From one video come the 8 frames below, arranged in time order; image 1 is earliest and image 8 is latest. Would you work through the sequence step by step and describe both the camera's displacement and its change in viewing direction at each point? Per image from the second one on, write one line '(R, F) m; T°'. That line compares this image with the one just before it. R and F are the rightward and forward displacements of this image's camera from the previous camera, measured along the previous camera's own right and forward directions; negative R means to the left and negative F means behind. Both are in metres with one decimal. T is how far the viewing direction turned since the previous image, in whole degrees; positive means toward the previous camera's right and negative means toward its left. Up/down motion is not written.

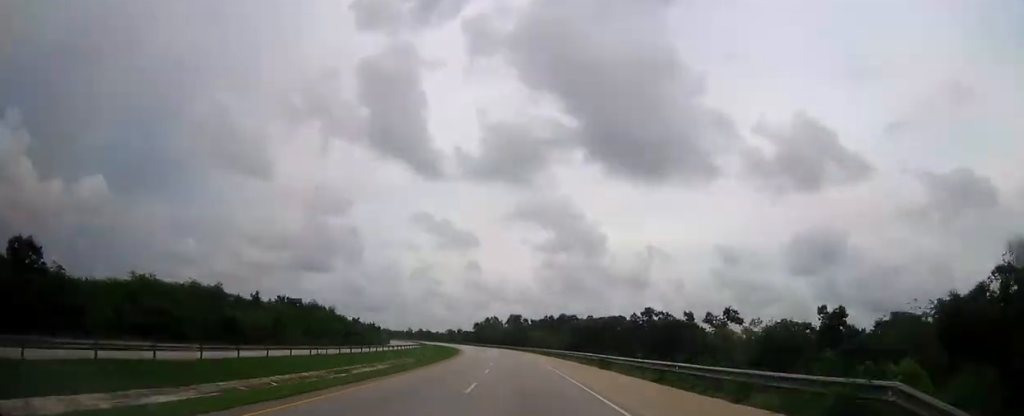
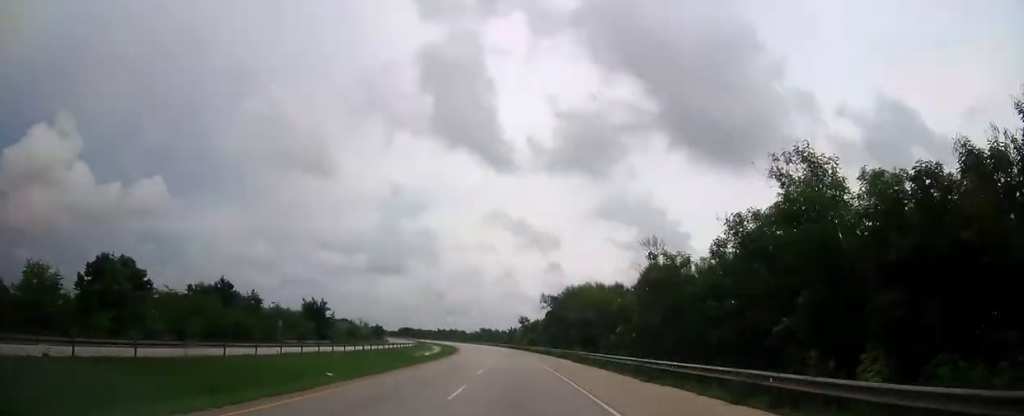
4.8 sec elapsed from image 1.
(-11.3, +147.2) m; -9°
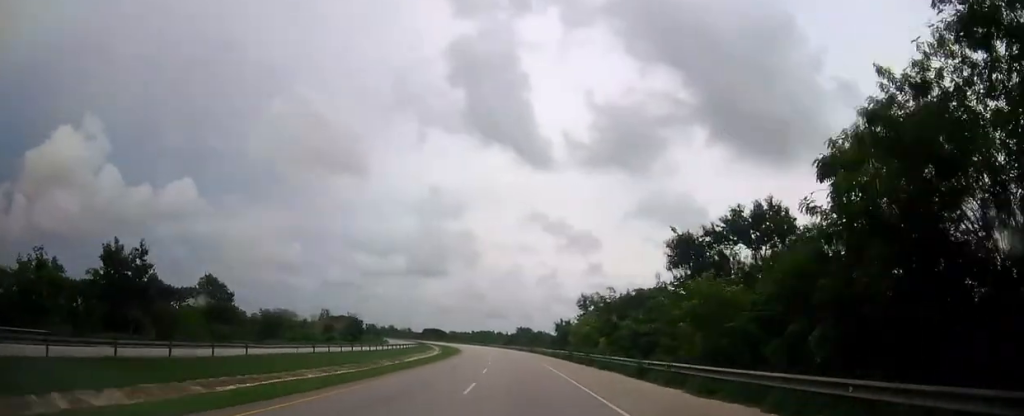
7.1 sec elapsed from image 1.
(-2.3, +71.6) m; -4°
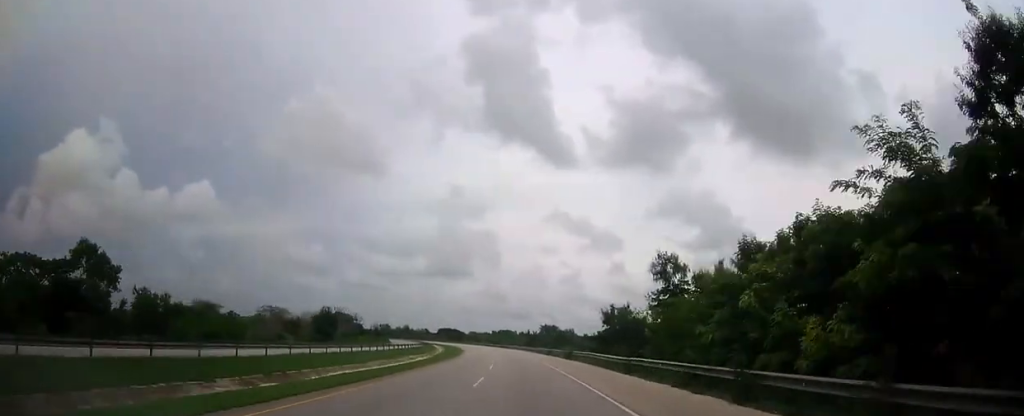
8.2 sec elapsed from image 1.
(-1.0, +34.0) m; -2°
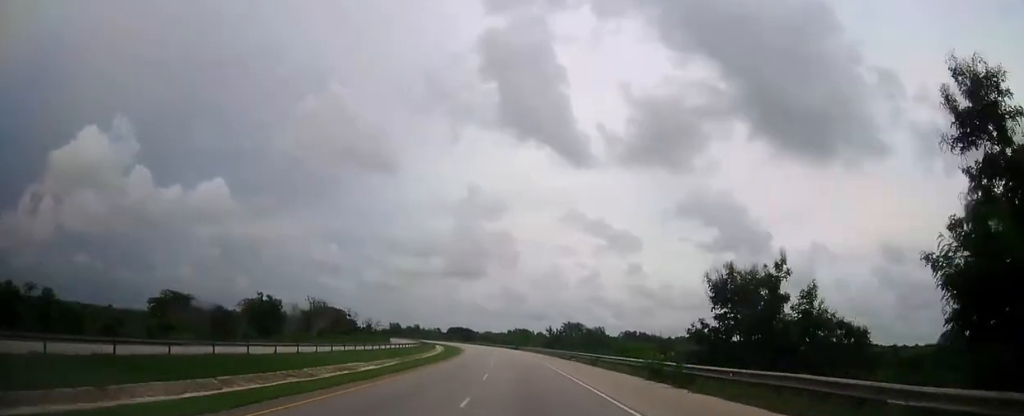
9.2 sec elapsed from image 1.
(+0.2, +30.9) m; -2°
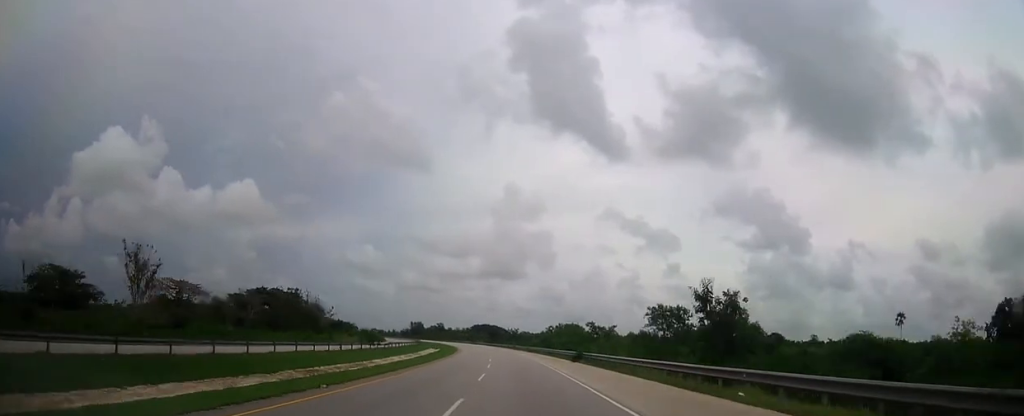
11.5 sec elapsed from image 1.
(-2.5, +72.2) m; -4°
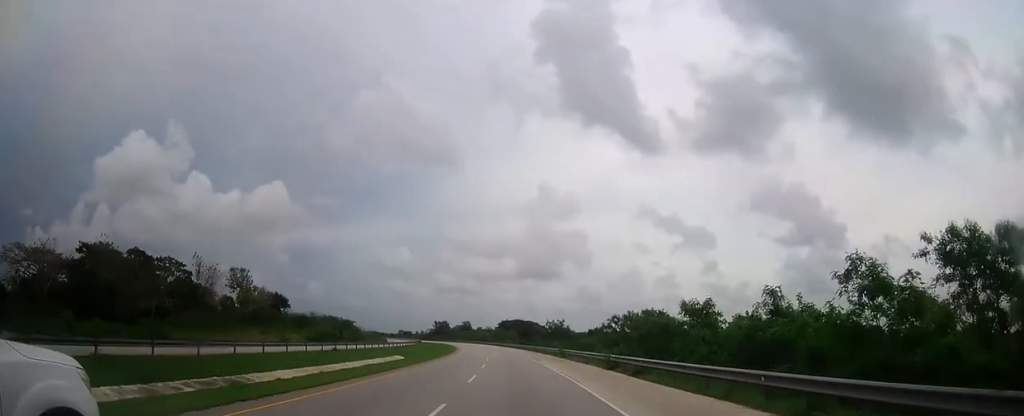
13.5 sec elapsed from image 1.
(-2.4, +62.0) m; -4°
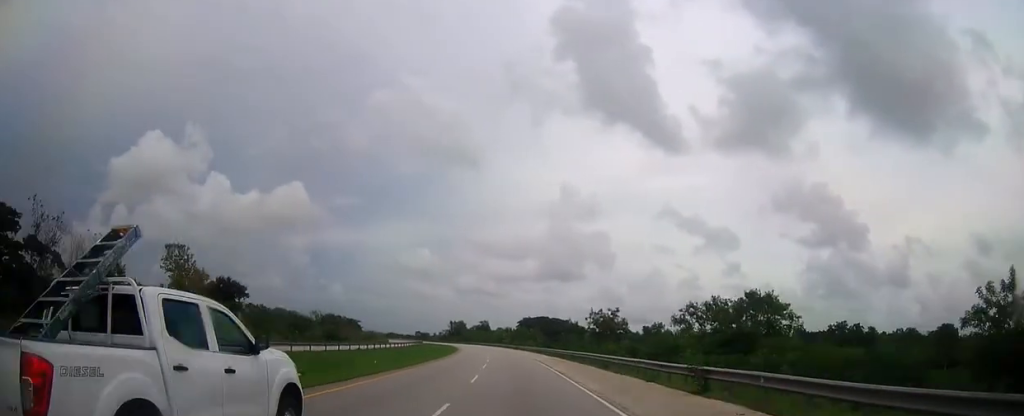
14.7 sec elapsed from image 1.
(-0.6, +37.4) m; -2°
